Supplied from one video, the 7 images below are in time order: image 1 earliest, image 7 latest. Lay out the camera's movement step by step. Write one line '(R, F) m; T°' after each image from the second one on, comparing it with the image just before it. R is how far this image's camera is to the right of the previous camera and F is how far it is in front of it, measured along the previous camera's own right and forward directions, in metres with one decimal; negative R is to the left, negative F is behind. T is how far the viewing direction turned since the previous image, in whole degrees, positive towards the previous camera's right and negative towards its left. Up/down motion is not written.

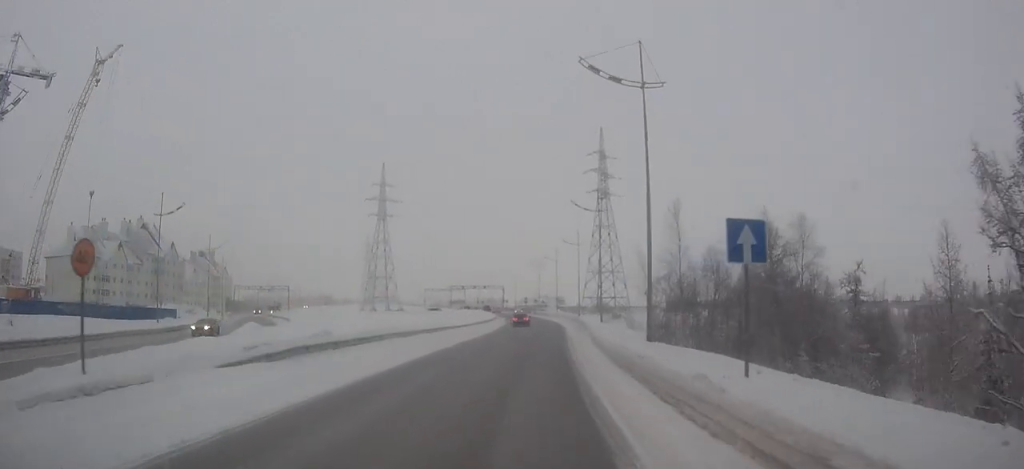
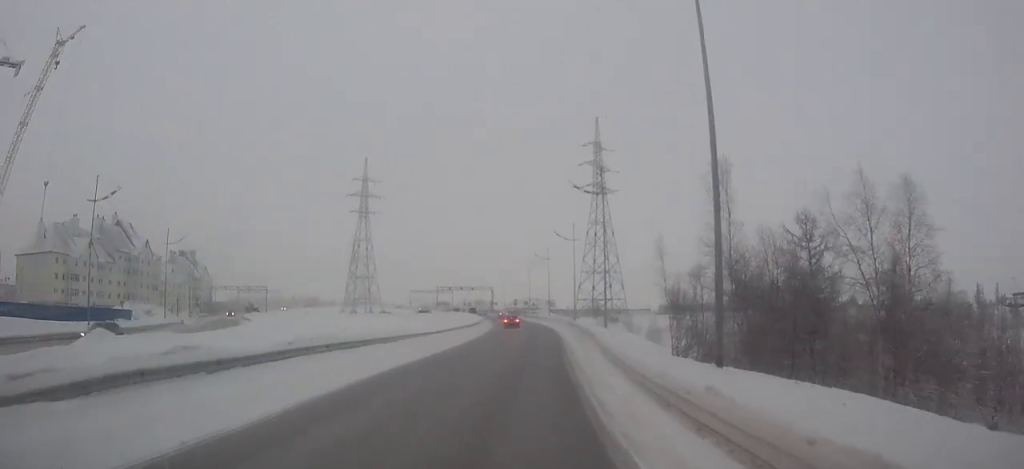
(+0.1, +8.7) m; +1°
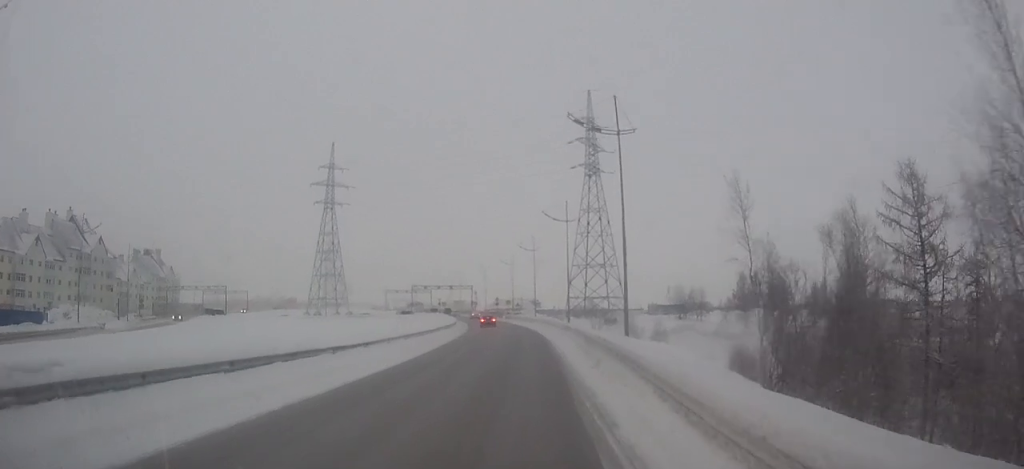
(+0.1, +14.7) m; +1°
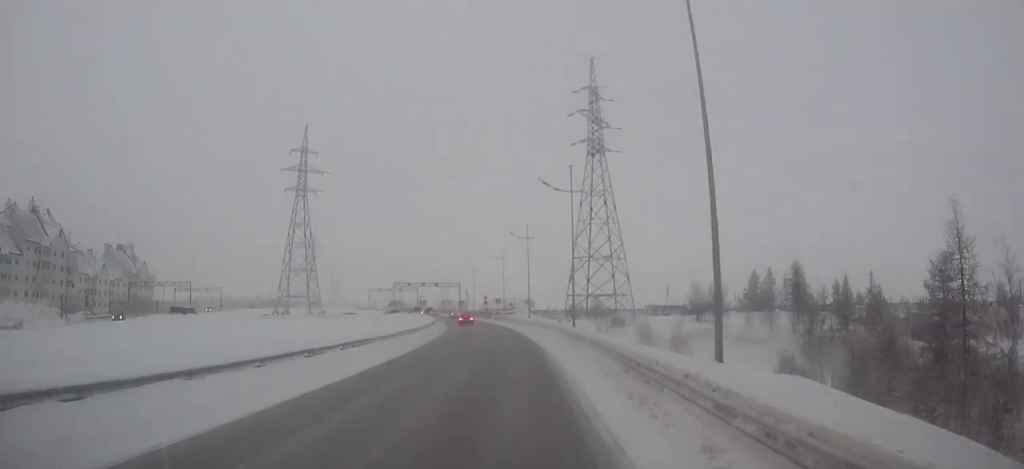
(0.0, +14.0) m; -1°
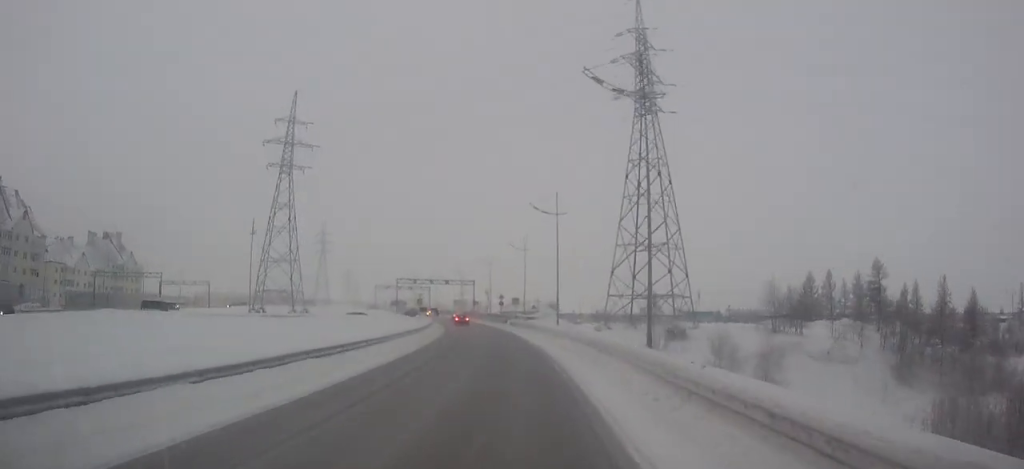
(-0.3, +20.2) m; -2°
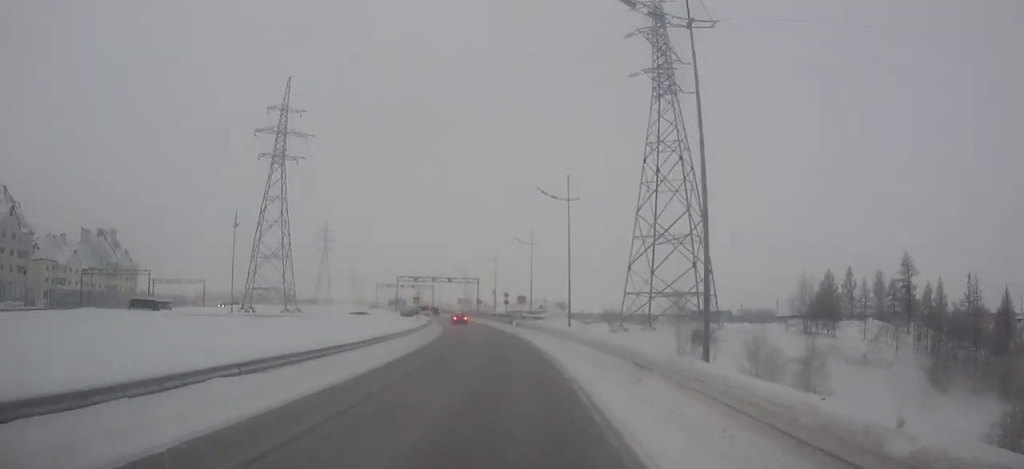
(0.0, +6.3) m; -1°
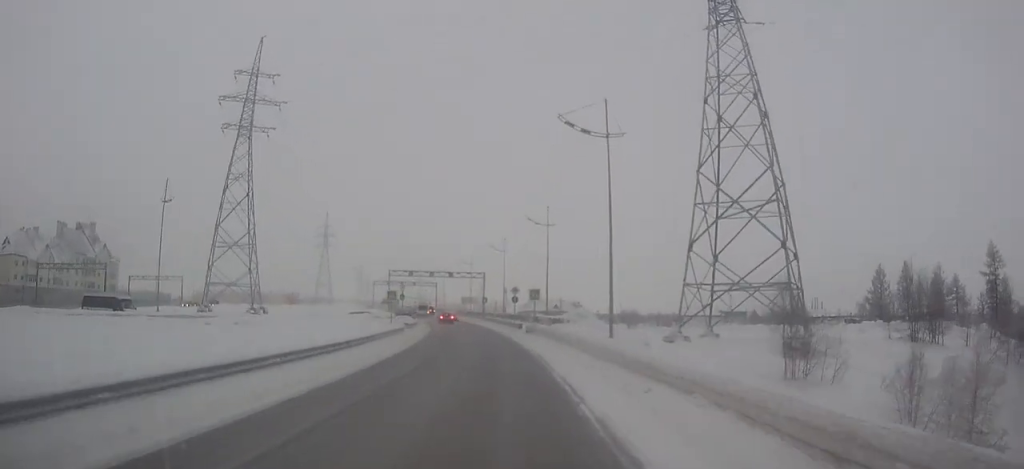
(-0.3, +16.9) m; -2°
